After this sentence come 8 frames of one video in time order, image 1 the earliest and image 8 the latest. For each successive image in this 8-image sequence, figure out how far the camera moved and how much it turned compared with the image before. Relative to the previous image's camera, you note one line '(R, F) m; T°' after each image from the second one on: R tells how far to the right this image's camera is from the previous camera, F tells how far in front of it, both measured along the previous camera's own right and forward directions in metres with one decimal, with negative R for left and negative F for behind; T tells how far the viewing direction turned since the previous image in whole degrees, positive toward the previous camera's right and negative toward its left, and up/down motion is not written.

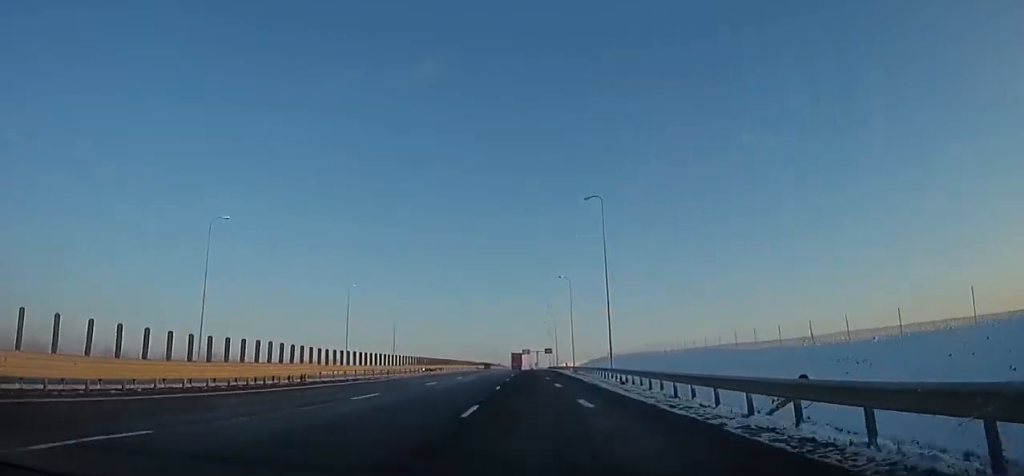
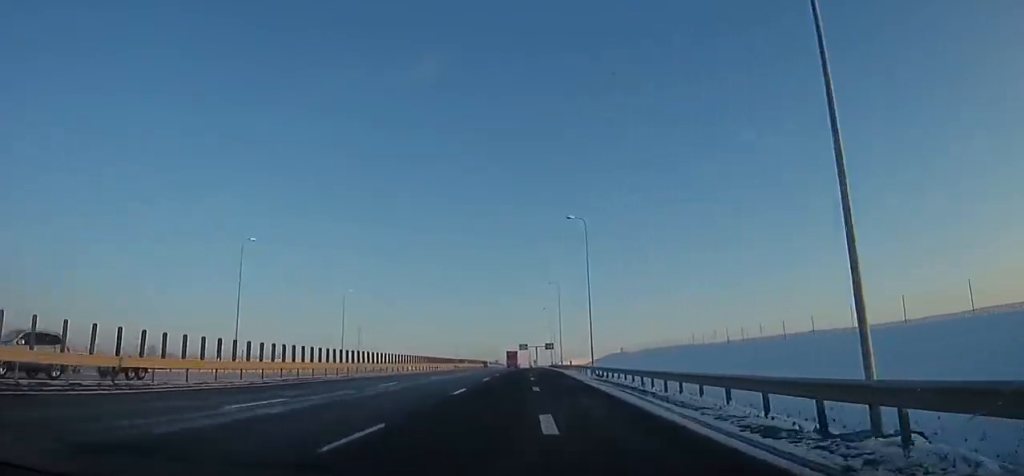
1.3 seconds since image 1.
(-1.2, +27.7) m; -1°
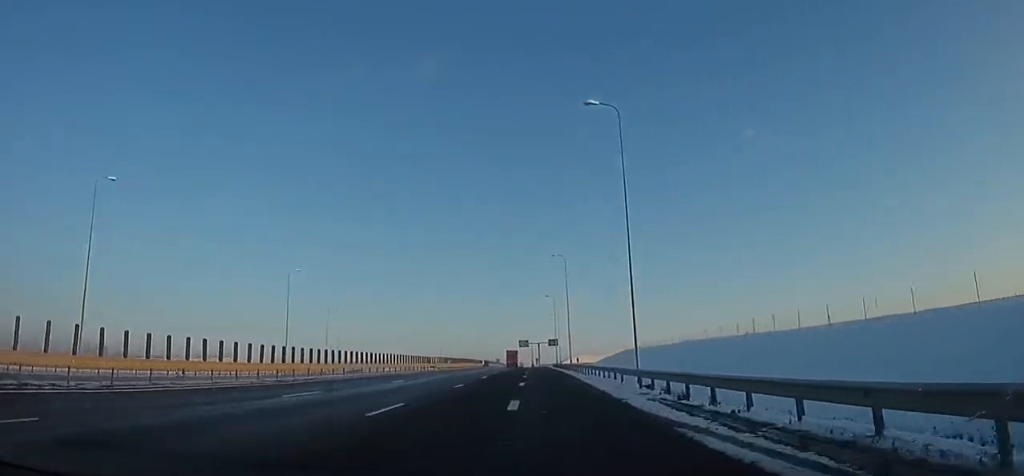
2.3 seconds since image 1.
(-0.2, +19.0) m; 0°
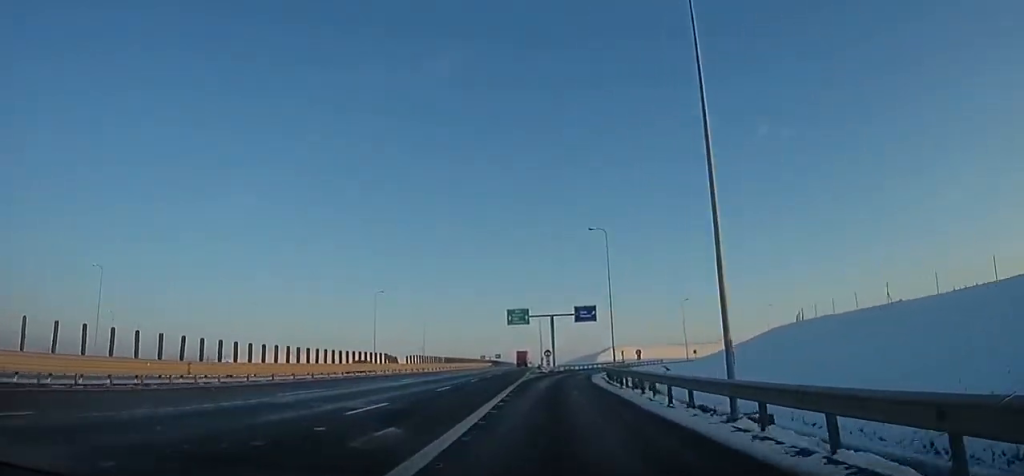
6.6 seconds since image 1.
(+1.9, +79.6) m; +1°
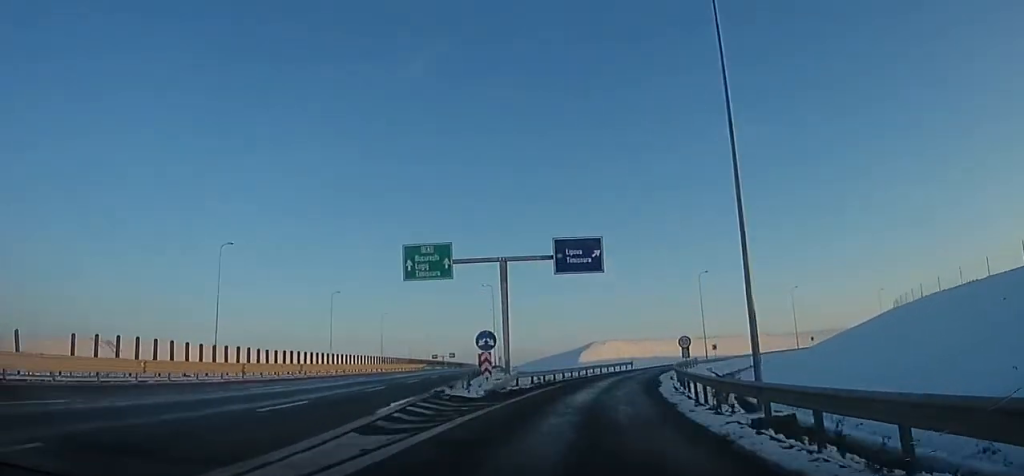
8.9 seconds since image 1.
(-0.1, +35.8) m; +3°
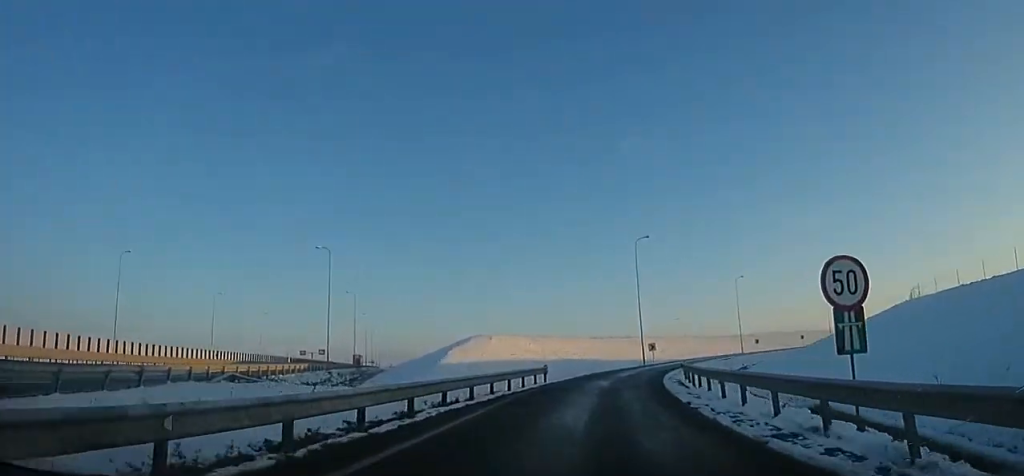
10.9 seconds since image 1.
(+1.9, +27.7) m; +10°
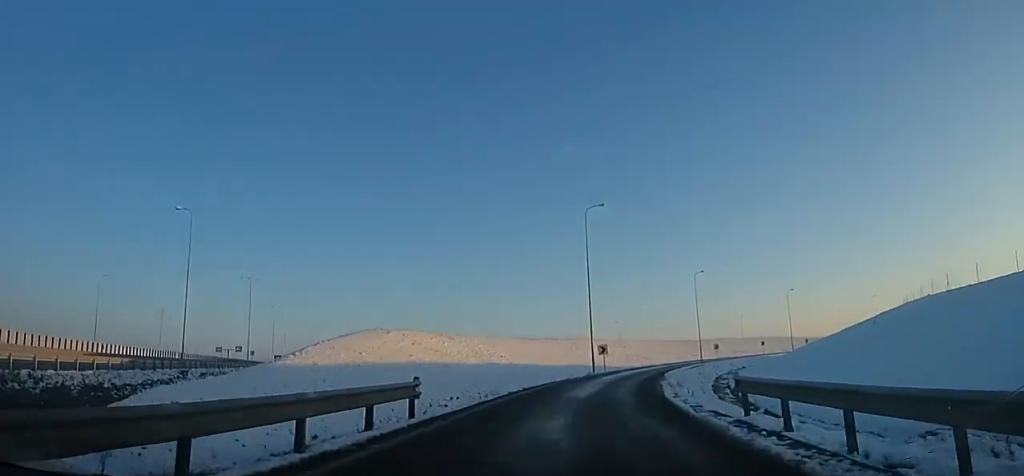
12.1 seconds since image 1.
(+0.9, +14.3) m; +7°
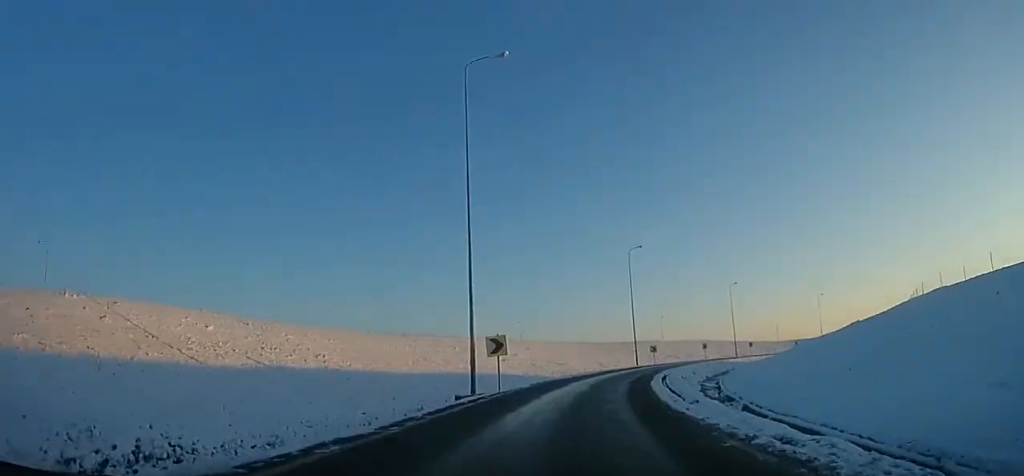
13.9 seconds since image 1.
(+1.1, +22.5) m; +12°
